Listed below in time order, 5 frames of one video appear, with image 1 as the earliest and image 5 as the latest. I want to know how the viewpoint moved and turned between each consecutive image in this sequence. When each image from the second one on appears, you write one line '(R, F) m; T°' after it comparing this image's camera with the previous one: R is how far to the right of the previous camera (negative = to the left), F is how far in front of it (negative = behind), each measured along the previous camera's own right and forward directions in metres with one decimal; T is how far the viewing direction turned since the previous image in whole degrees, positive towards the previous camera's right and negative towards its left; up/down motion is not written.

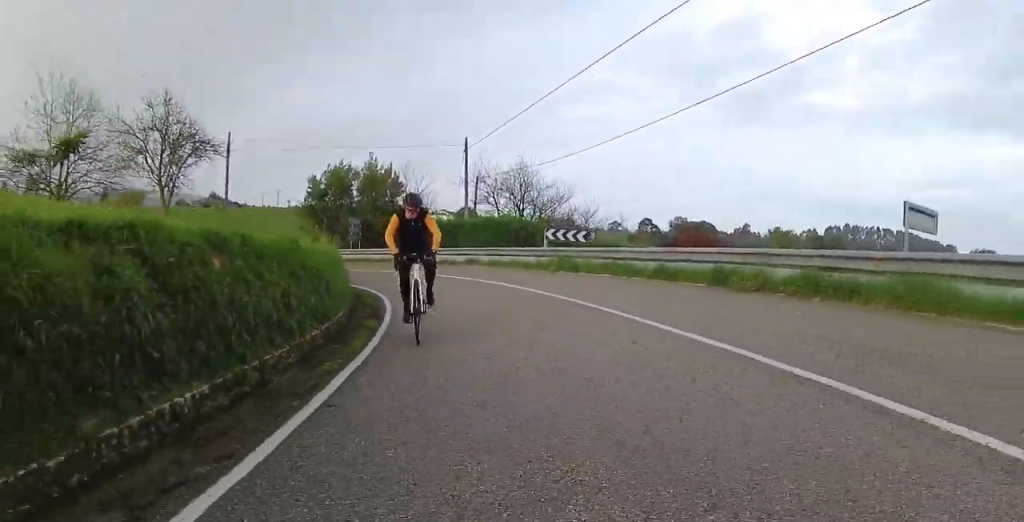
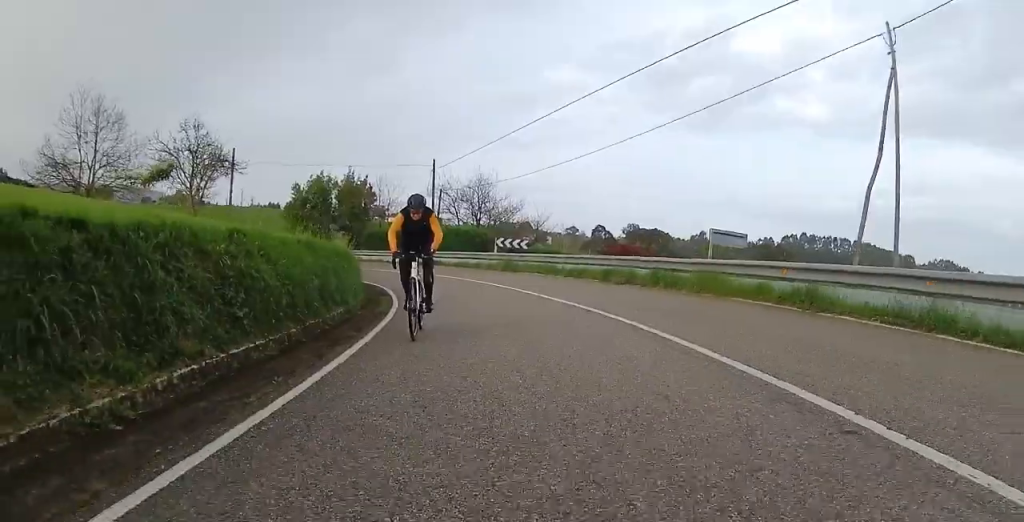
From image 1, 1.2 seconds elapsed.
(+0.3, +5.7) m; +10°
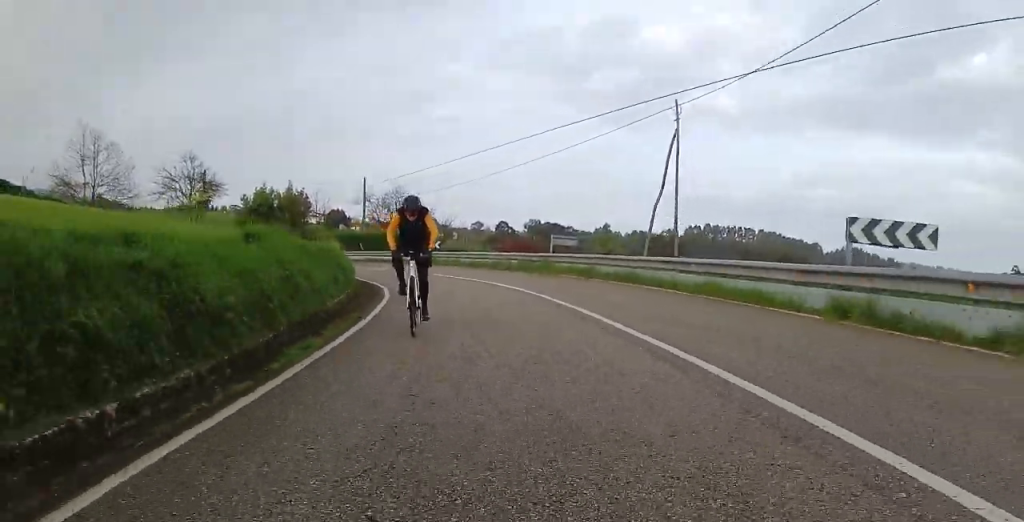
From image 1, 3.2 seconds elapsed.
(+0.9, +10.2) m; +5°
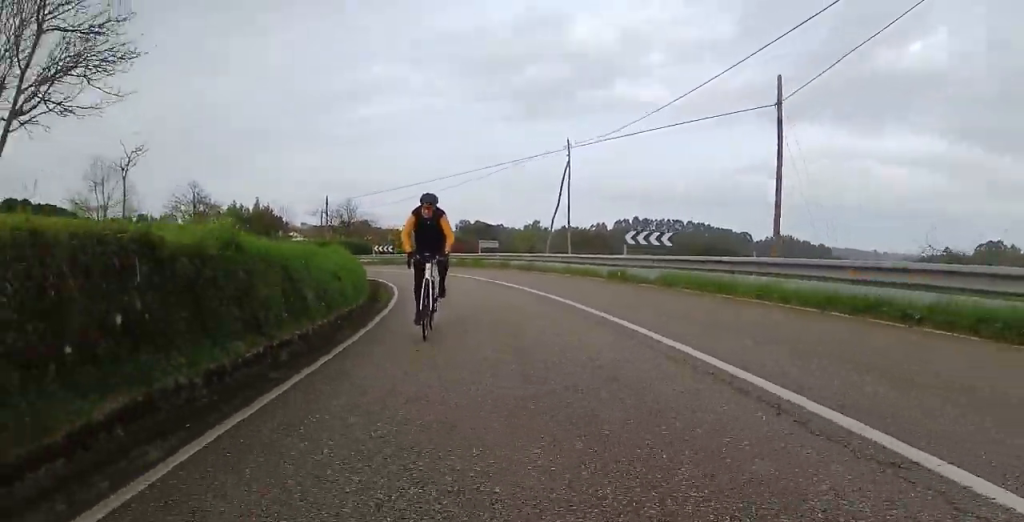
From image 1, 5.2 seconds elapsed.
(0.0, +10.4) m; 0°
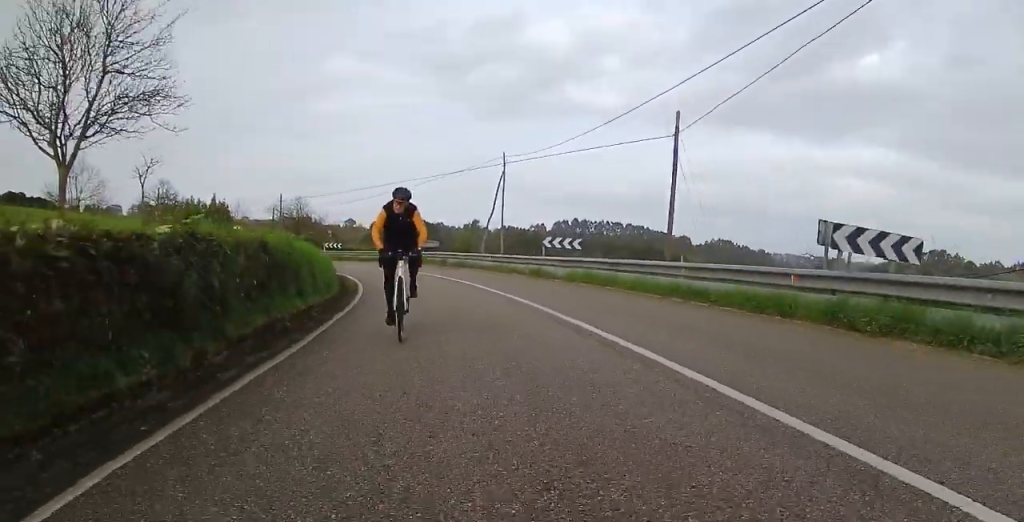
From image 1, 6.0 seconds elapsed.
(0.0, +4.5) m; 0°
